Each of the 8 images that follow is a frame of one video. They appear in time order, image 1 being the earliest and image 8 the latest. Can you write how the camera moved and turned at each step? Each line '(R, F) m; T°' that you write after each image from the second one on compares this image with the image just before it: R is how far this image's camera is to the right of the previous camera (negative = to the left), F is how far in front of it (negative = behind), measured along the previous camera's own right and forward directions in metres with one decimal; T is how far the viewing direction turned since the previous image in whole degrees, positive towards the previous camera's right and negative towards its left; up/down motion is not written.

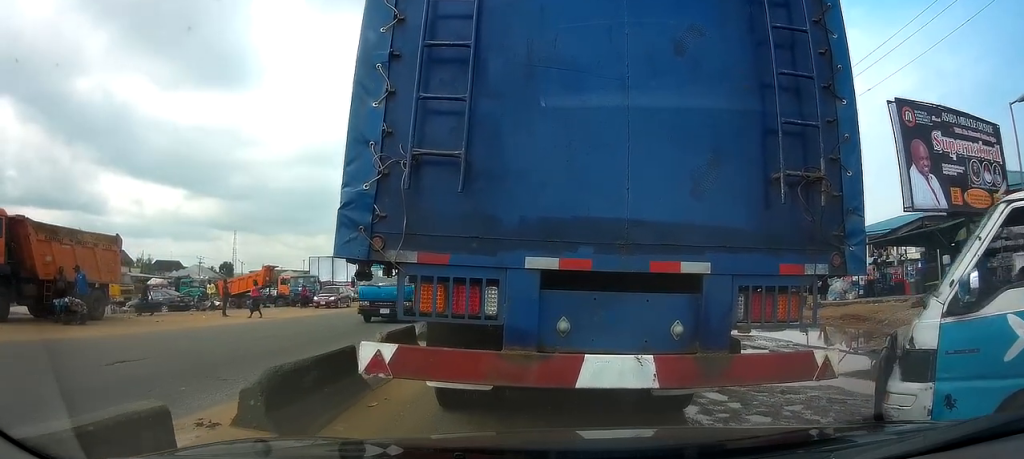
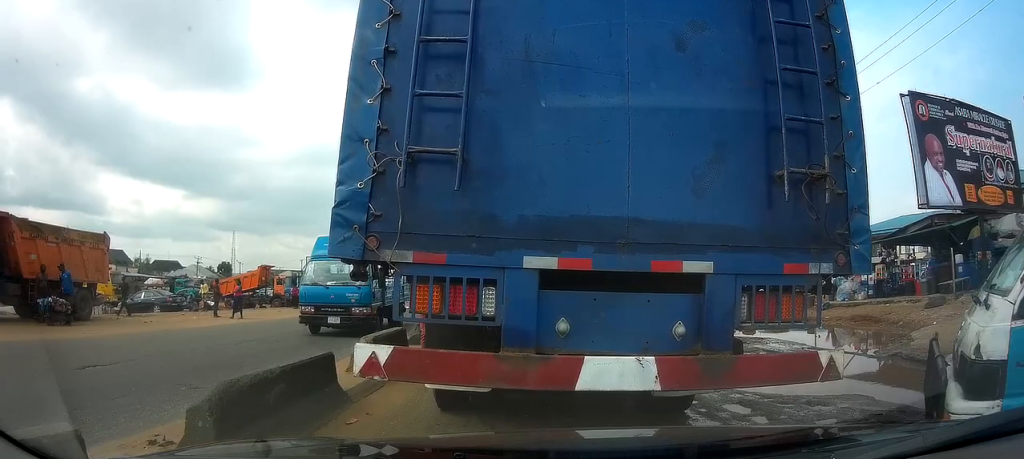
(0.0, +0.7) m; -1°
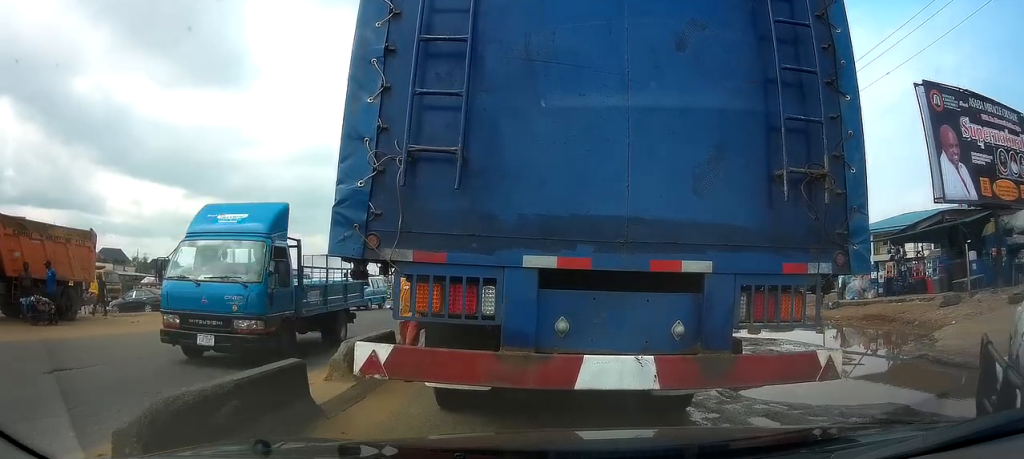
(0.0, +0.8) m; 0°
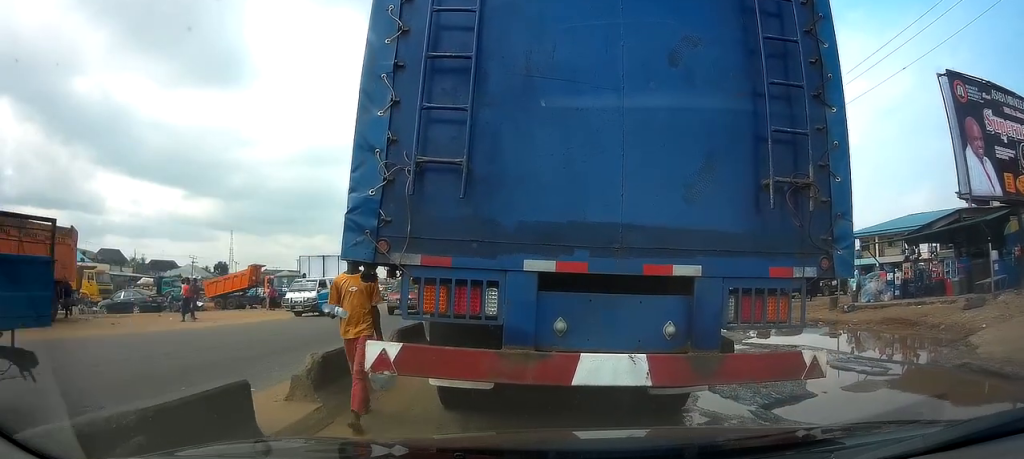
(0.0, +1.1) m; 0°
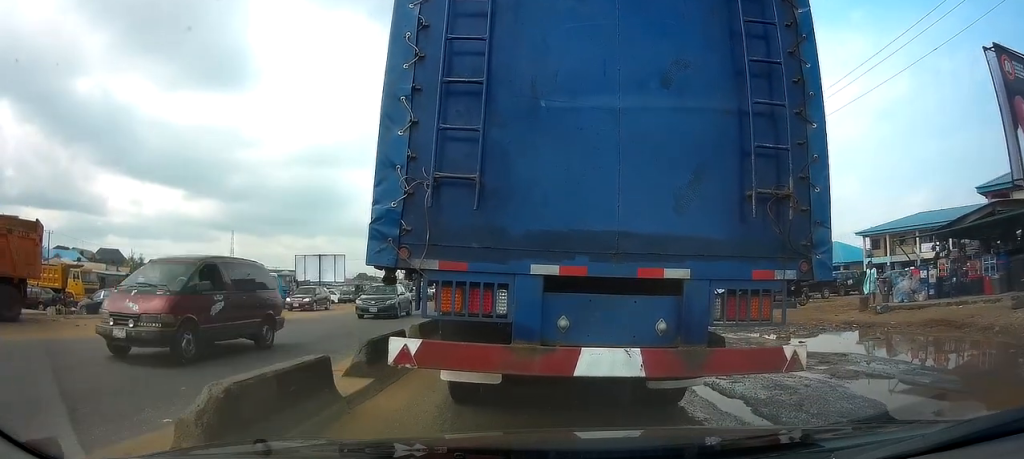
(-0.1, +1.8) m; 0°
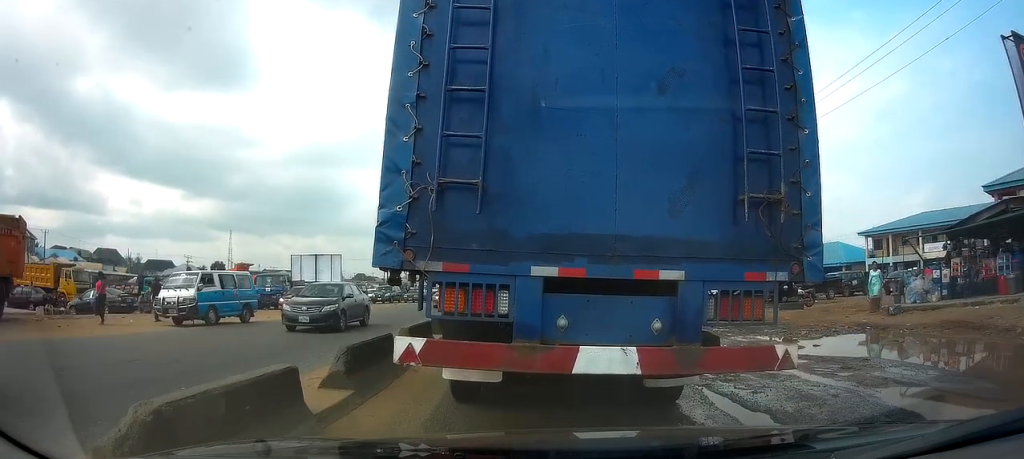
(0.0, +0.7) m; 0°
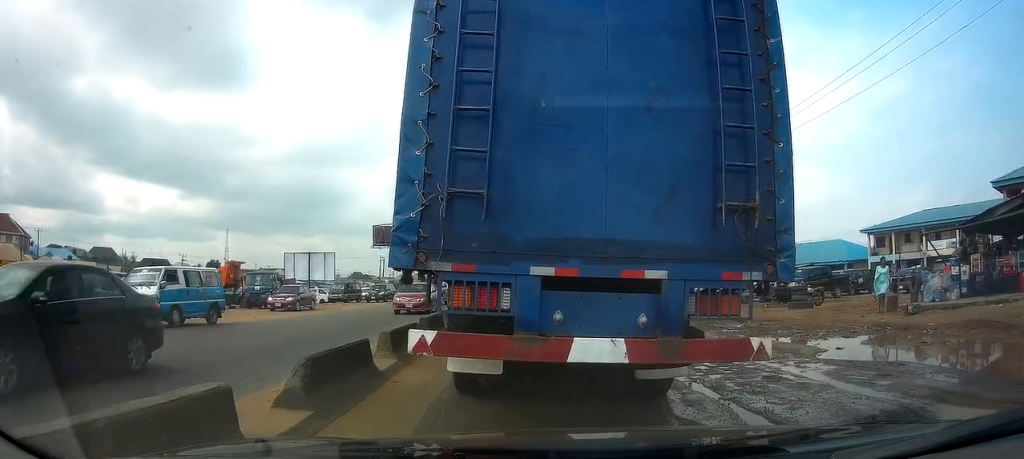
(0.0, +1.1) m; 0°
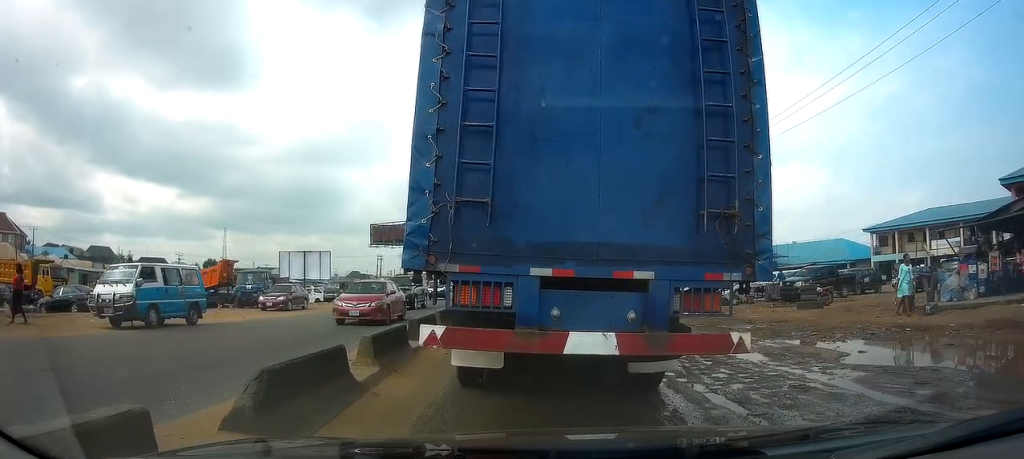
(0.0, +0.8) m; 0°
